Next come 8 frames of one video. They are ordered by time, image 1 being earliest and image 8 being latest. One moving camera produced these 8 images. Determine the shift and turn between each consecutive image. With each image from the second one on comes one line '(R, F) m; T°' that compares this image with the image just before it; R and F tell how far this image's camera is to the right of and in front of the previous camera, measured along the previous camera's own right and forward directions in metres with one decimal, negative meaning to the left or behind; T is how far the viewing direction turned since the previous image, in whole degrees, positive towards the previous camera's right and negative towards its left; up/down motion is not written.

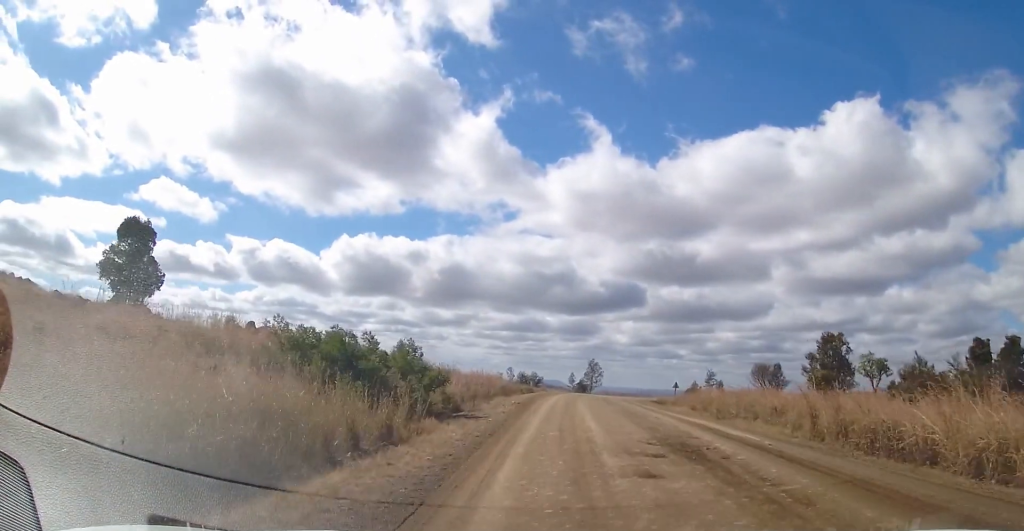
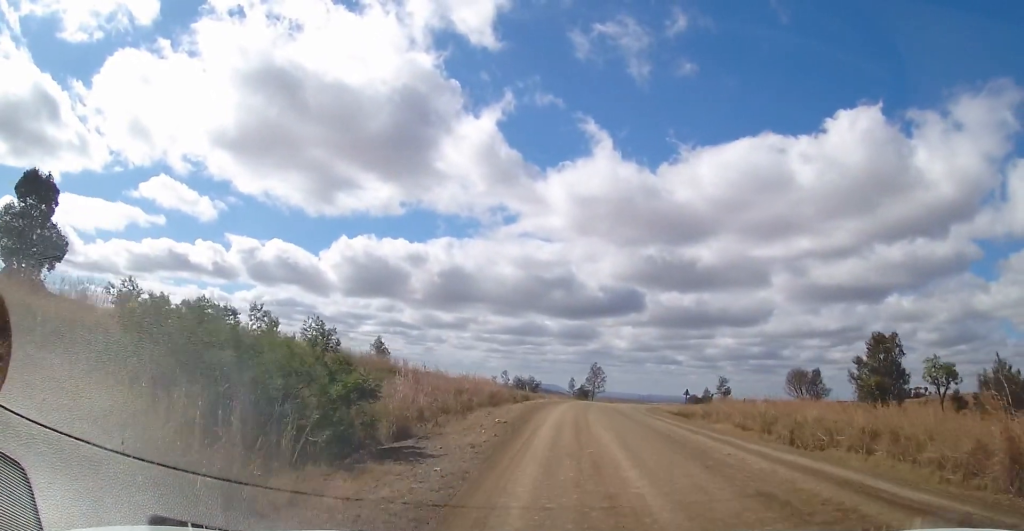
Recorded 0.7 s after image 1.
(-0.3, +8.4) m; -2°
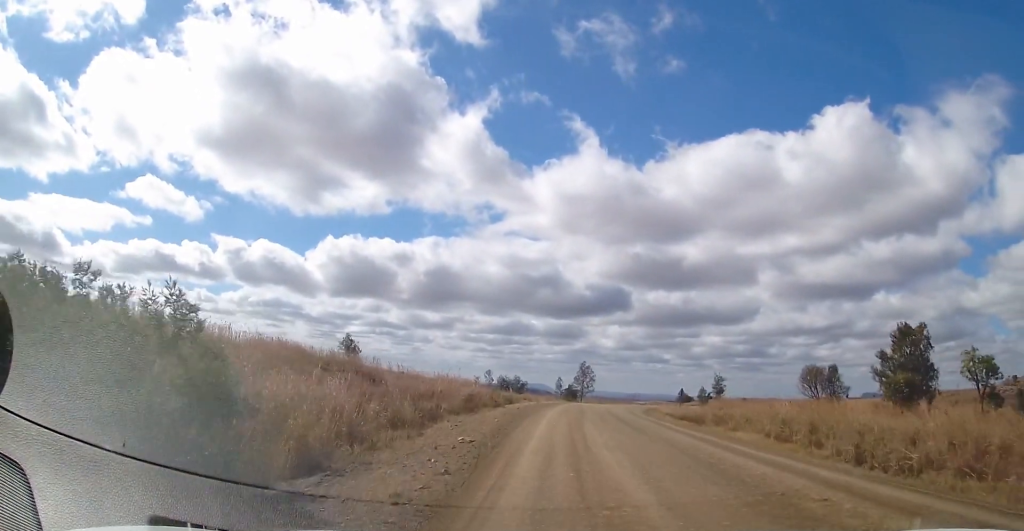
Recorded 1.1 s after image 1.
(-0.1, +5.1) m; -1°
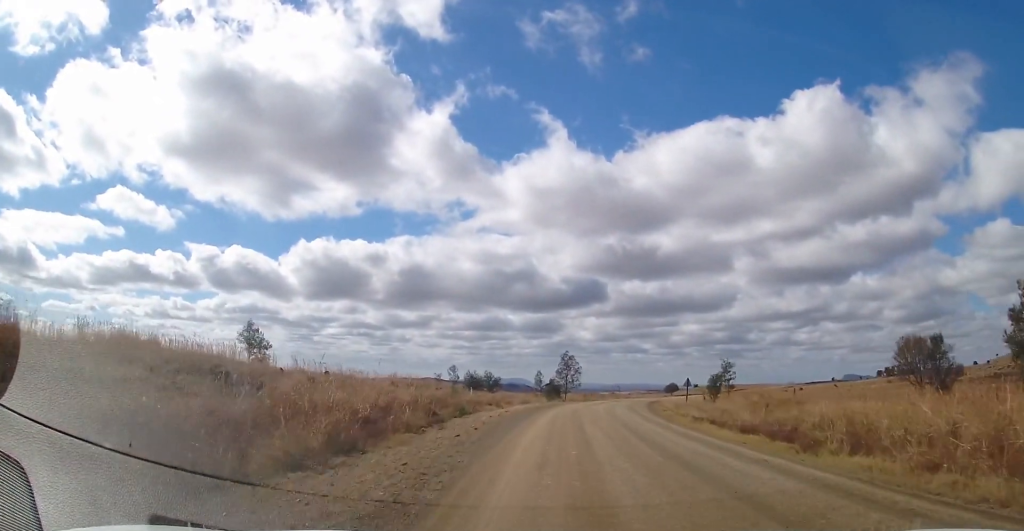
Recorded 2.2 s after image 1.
(+0.1, +14.4) m; +3°
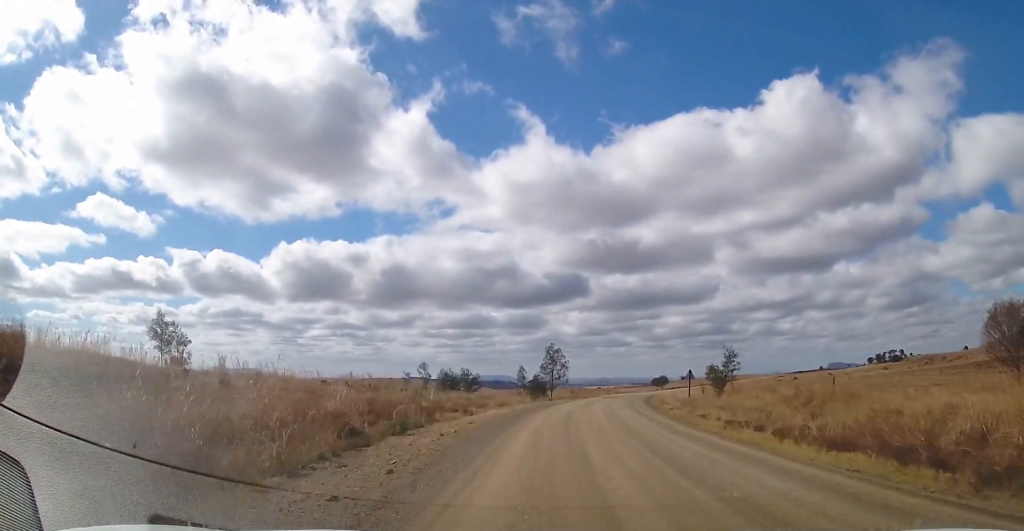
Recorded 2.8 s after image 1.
(+0.4, +7.9) m; +1°
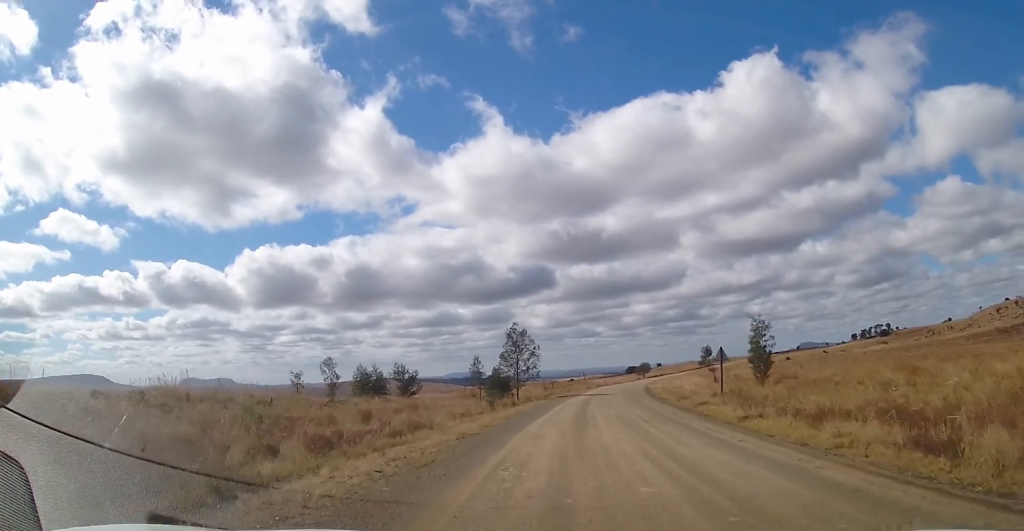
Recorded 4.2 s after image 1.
(-0.1, +19.1) m; +1°
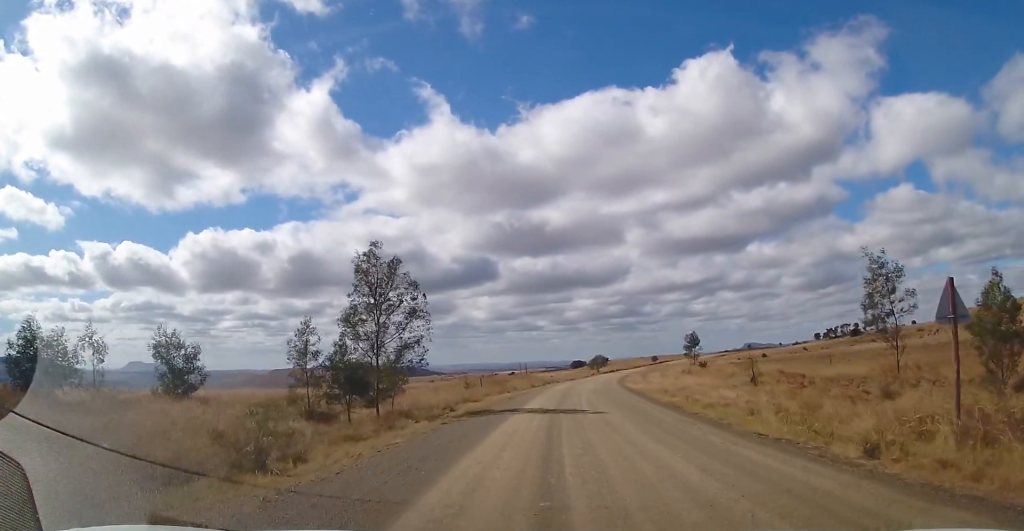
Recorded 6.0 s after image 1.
(+2.2, +27.4) m; +7°
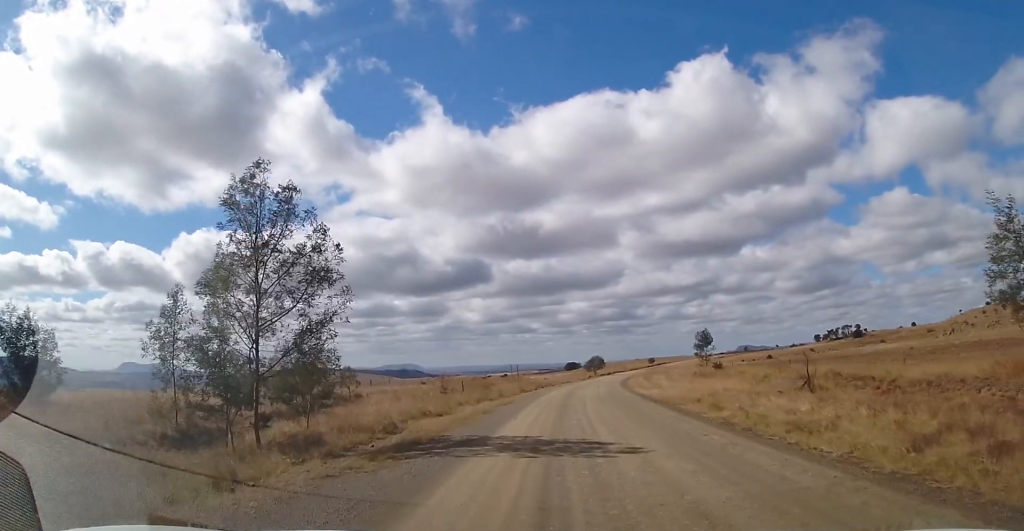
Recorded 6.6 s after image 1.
(+0.1, +9.2) m; +1°
